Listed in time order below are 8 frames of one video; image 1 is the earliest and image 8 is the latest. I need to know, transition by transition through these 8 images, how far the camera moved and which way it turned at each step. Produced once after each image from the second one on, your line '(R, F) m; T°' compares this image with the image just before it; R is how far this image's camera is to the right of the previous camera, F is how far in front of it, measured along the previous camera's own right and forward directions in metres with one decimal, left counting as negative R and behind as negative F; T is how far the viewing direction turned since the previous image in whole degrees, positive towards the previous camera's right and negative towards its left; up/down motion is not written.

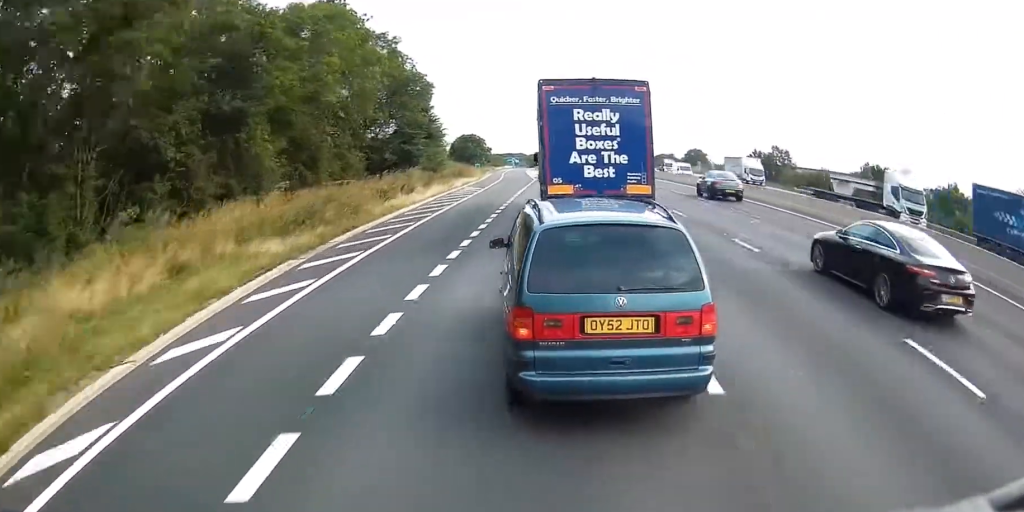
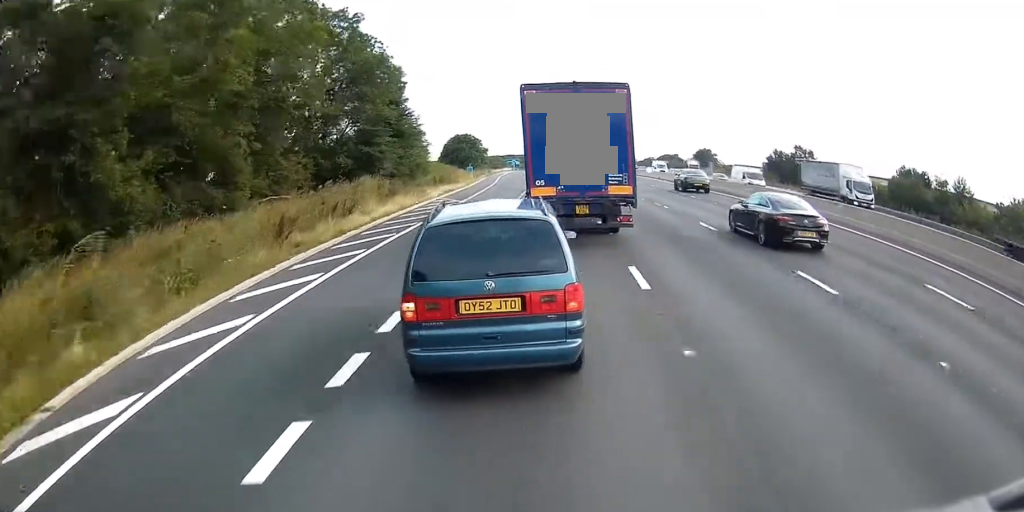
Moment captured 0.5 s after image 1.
(0.0, +12.6) m; 0°
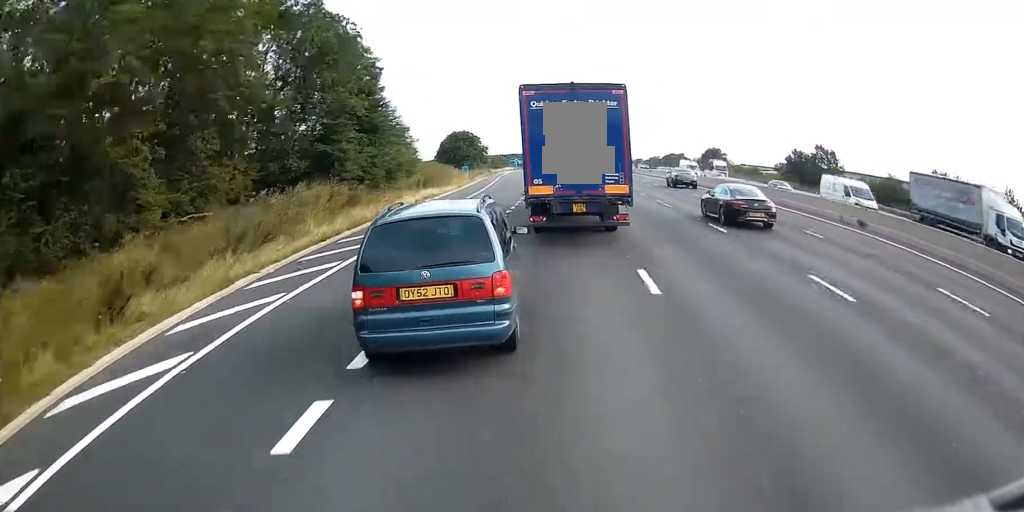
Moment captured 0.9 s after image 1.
(+0.1, +9.5) m; 0°
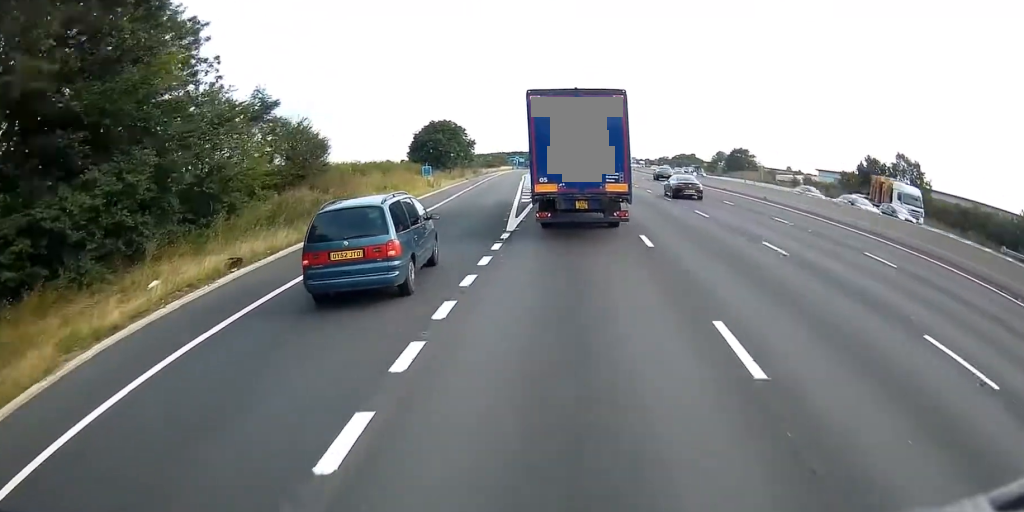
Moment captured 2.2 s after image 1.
(-0.4, +30.4) m; 0°
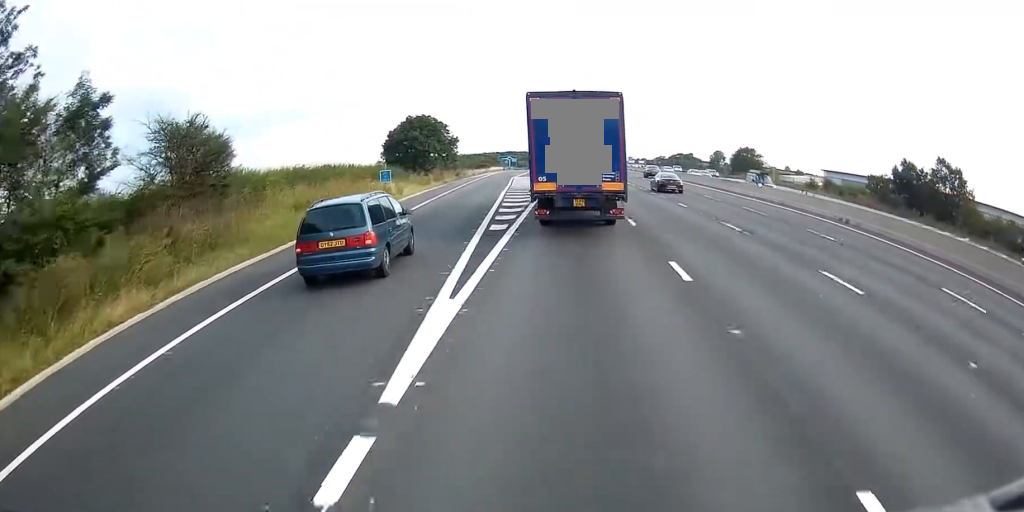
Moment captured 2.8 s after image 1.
(+0.2, +13.2) m; +1°
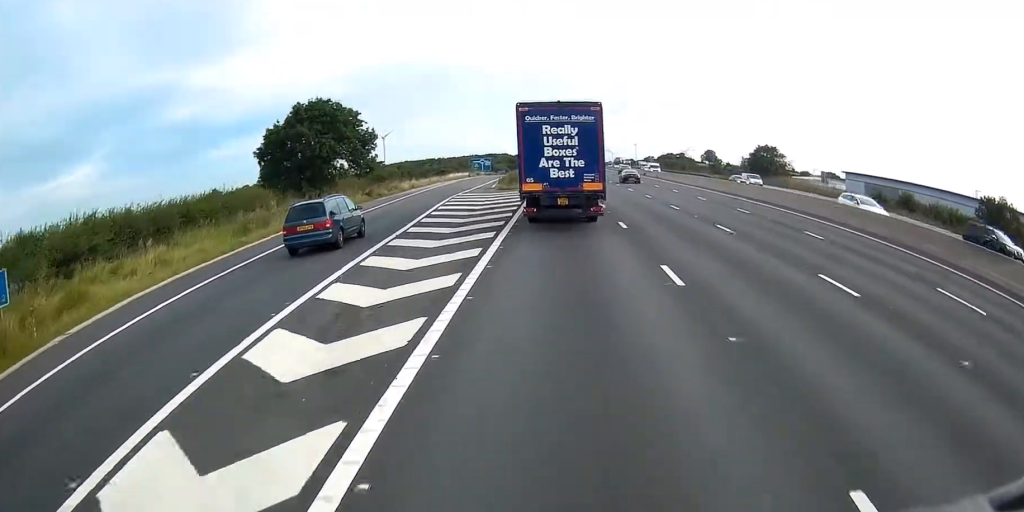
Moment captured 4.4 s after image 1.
(+0.6, +36.0) m; +1°
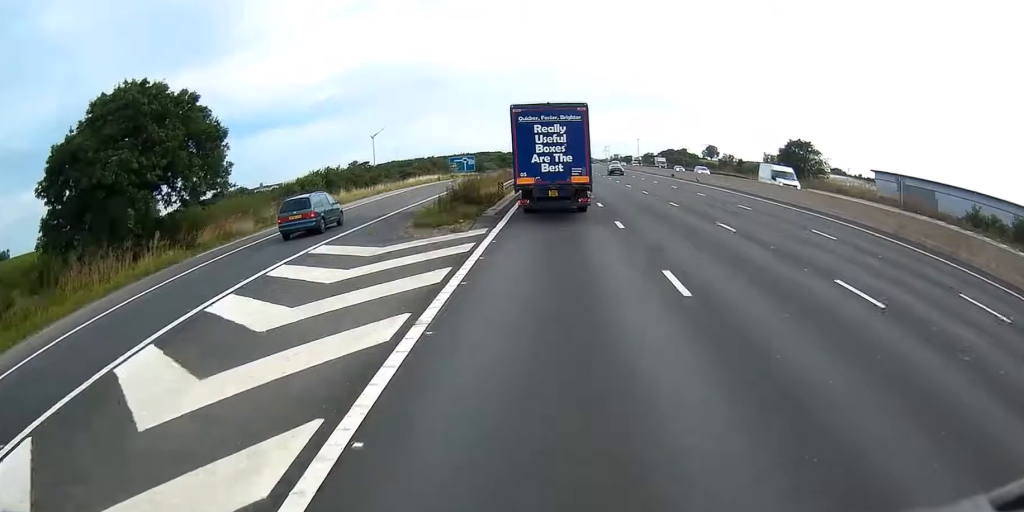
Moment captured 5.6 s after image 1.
(-0.3, +27.9) m; 0°
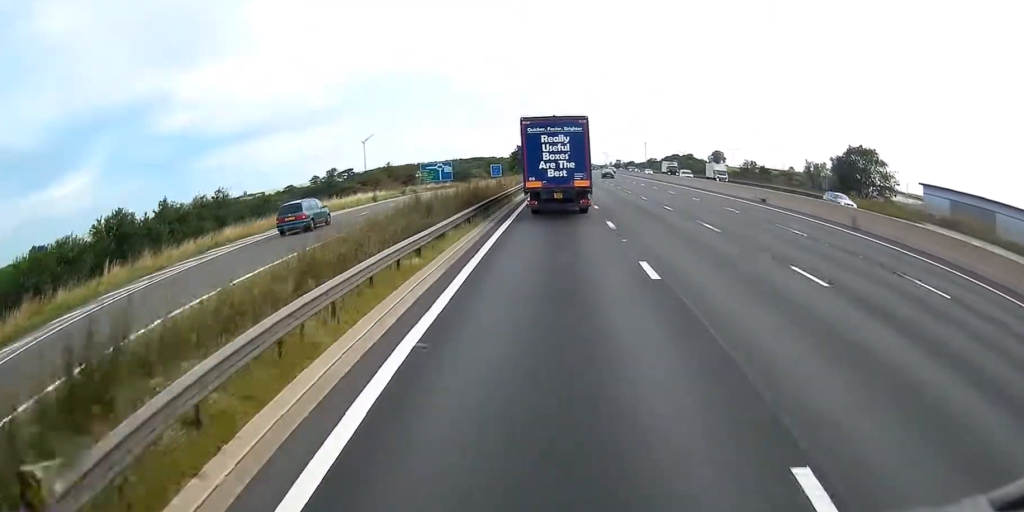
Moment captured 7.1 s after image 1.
(+0.3, +33.8) m; +2°
